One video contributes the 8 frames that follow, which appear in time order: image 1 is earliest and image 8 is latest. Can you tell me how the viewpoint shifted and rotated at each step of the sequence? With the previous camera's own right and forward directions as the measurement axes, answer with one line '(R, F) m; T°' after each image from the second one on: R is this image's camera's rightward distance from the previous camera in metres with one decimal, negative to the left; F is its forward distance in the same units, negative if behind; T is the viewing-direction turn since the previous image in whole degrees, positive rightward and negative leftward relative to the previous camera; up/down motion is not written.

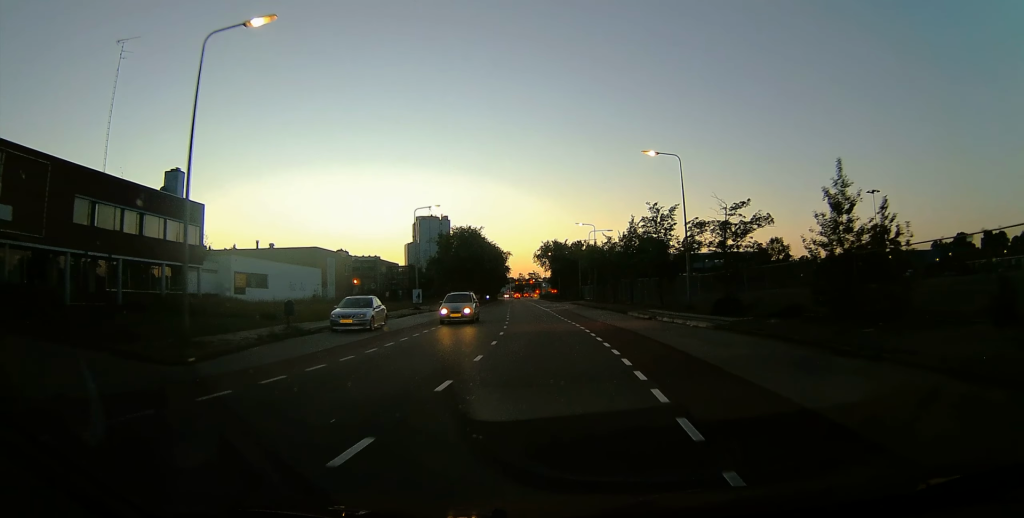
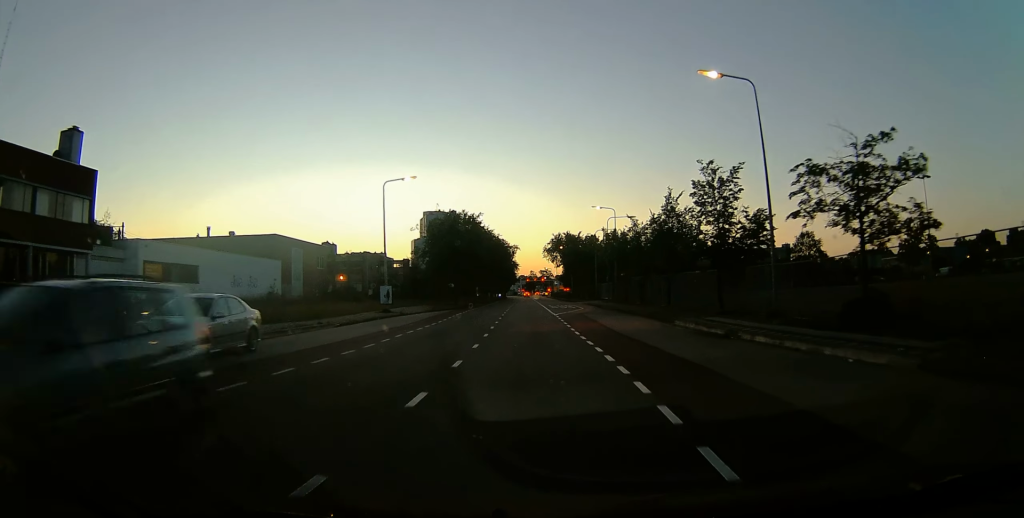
(-0.3, +13.1) m; -1°
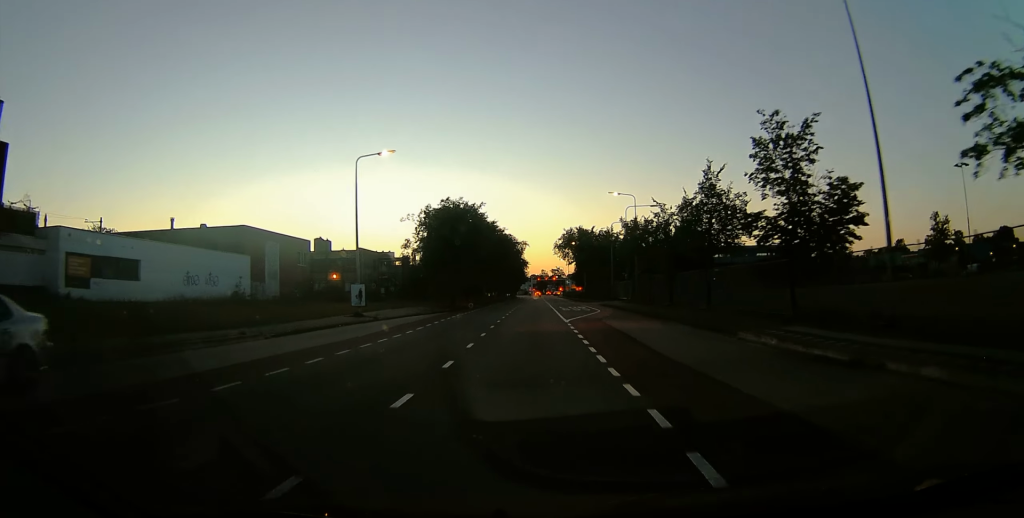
(+0.1, +8.1) m; 0°
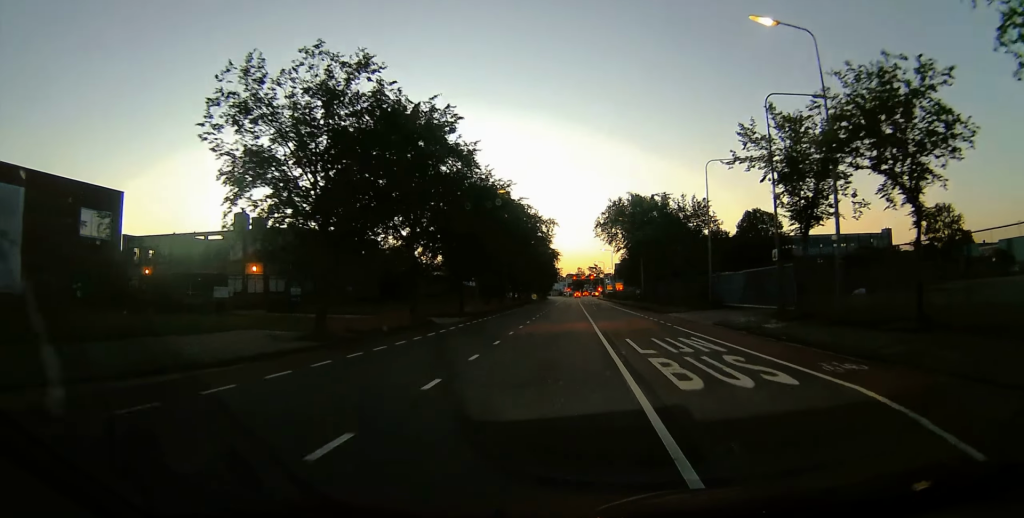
(+0.3, +35.2) m; 0°
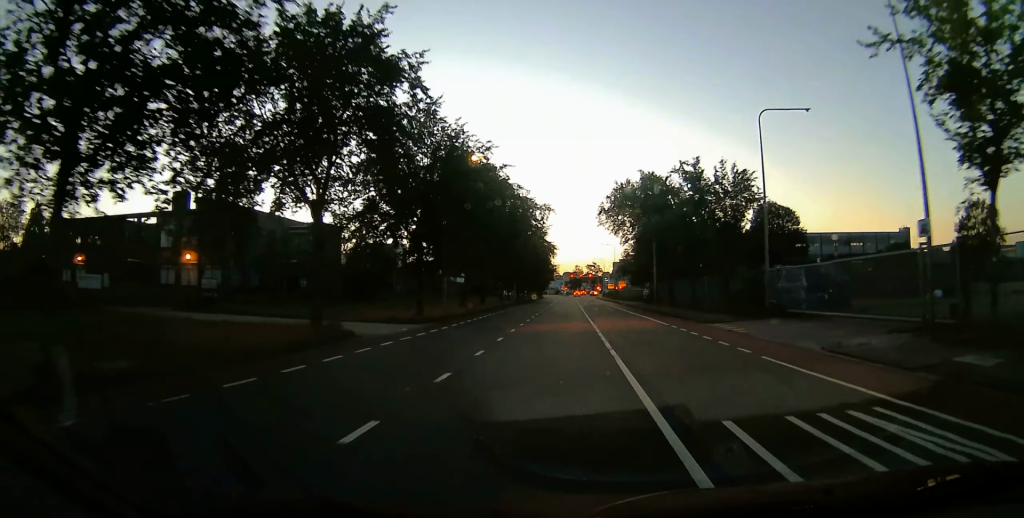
(0.0, +11.7) m; -3°
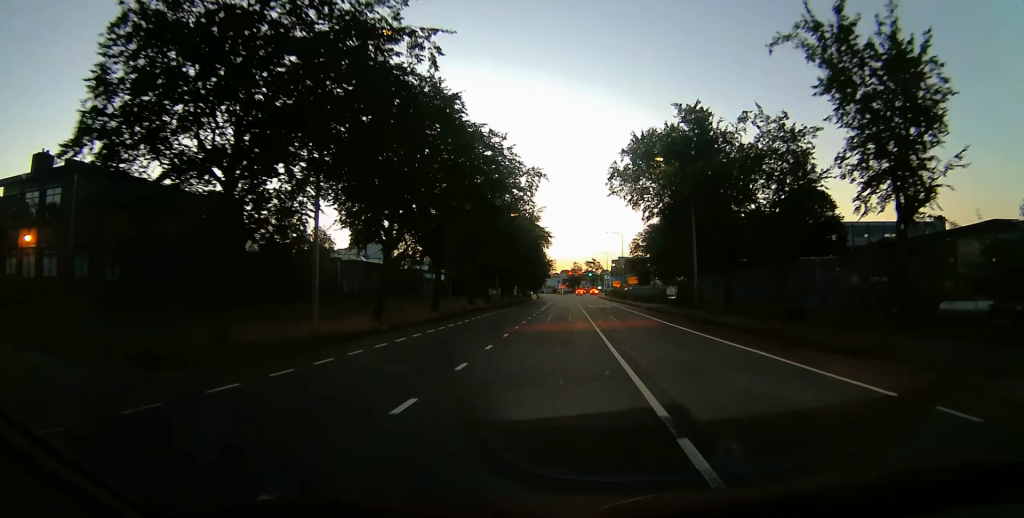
(-0.8, +18.9) m; -1°
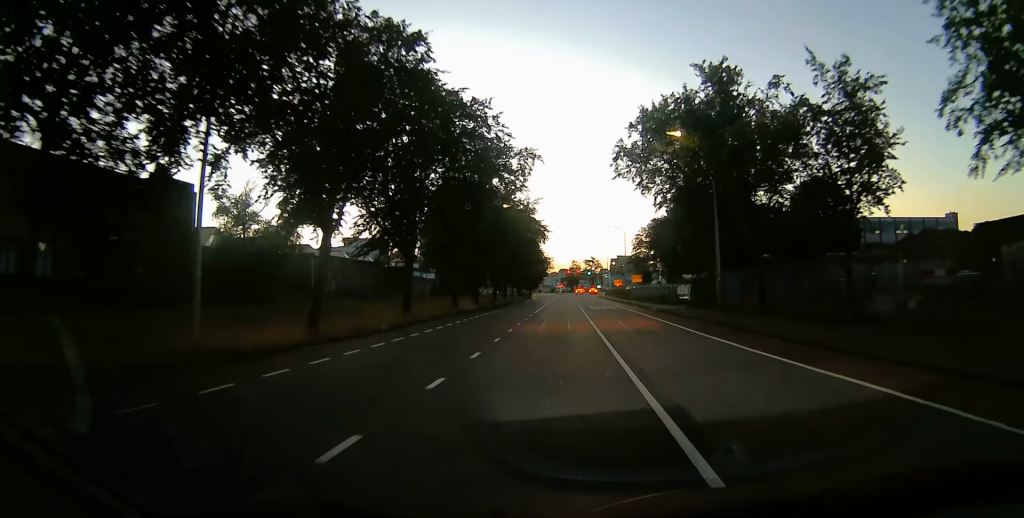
(+0.2, +6.3) m; +1°
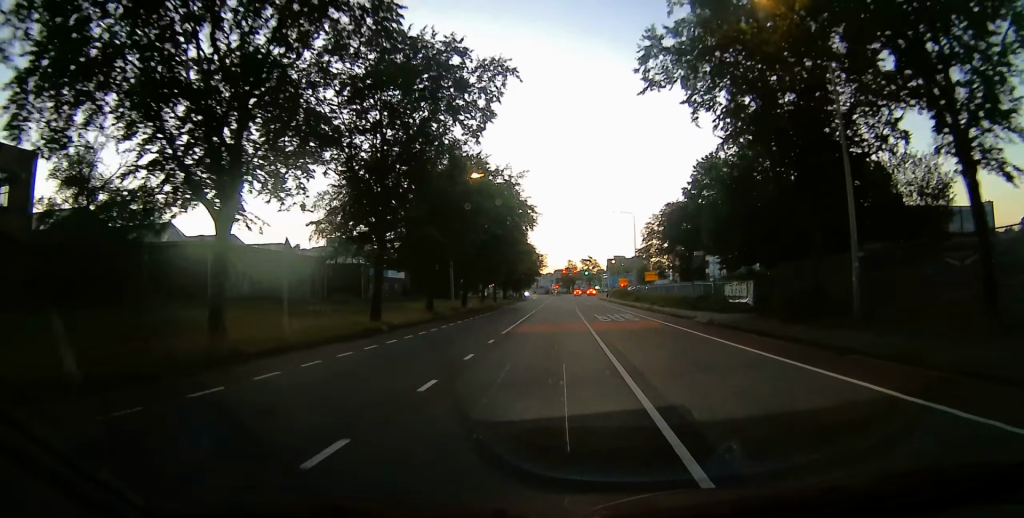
(-0.3, +16.4) m; -1°
